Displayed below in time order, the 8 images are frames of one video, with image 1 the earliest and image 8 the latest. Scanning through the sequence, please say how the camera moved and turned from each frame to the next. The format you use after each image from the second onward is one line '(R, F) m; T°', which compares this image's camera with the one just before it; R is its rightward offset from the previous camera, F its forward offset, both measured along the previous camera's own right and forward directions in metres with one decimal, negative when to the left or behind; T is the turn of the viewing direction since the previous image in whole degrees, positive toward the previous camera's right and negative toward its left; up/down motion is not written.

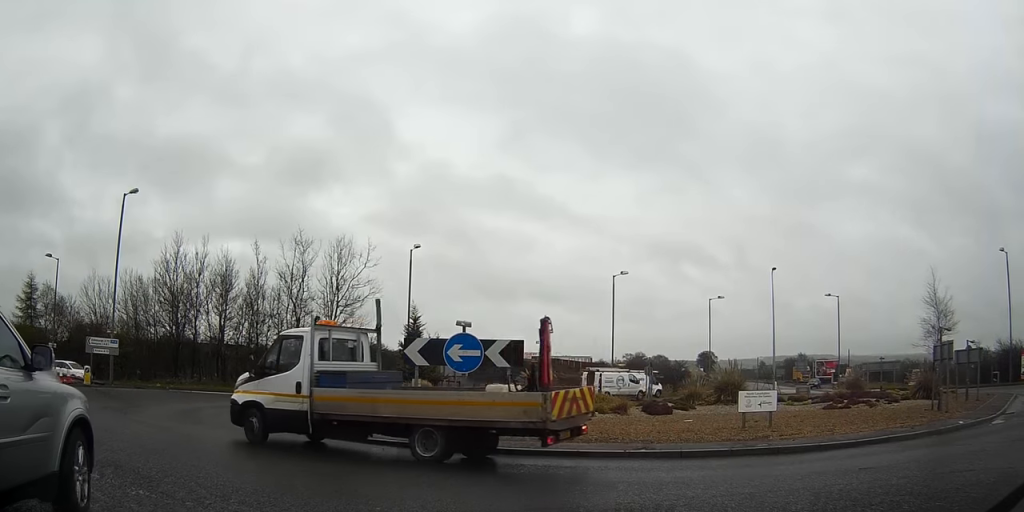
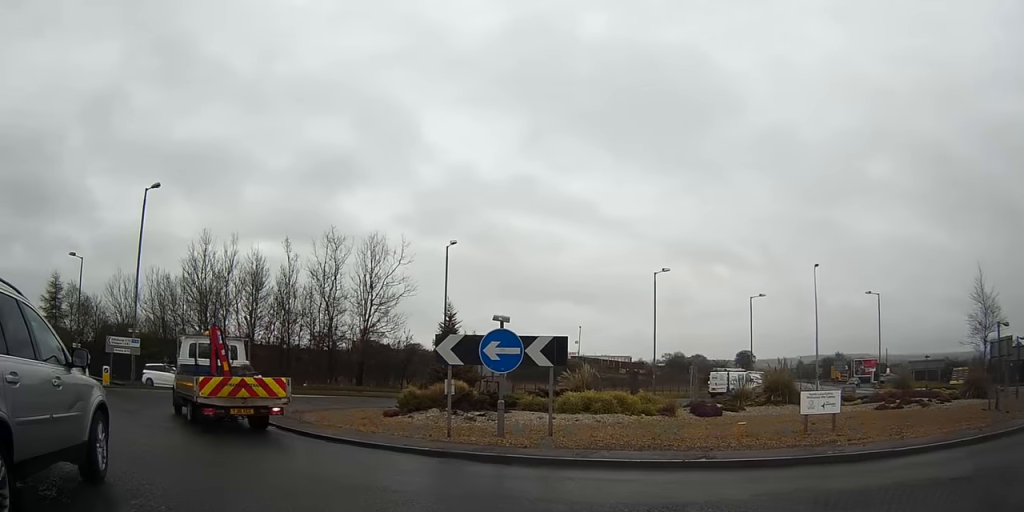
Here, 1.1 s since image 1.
(-0.3, +1.4) m; -16°
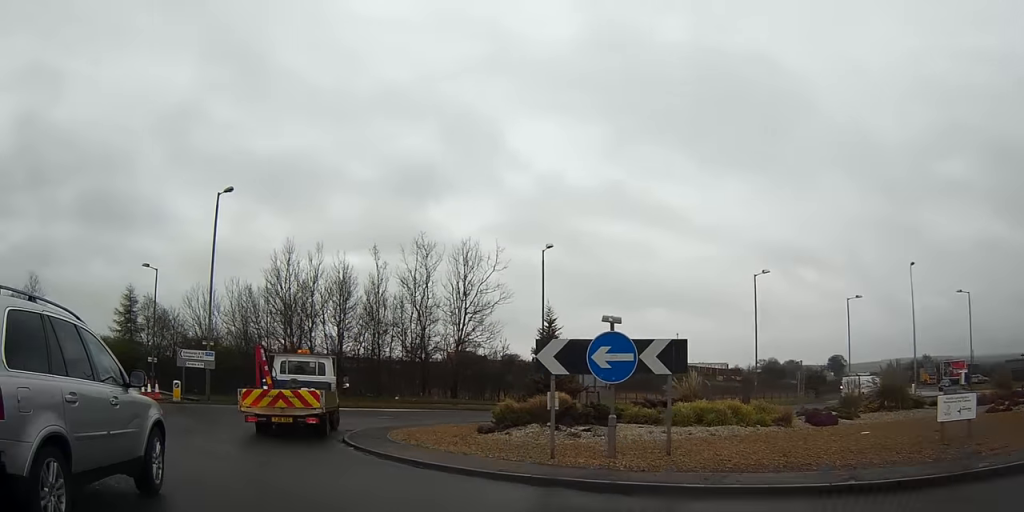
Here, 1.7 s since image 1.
(-0.1, +2.0) m; -4°
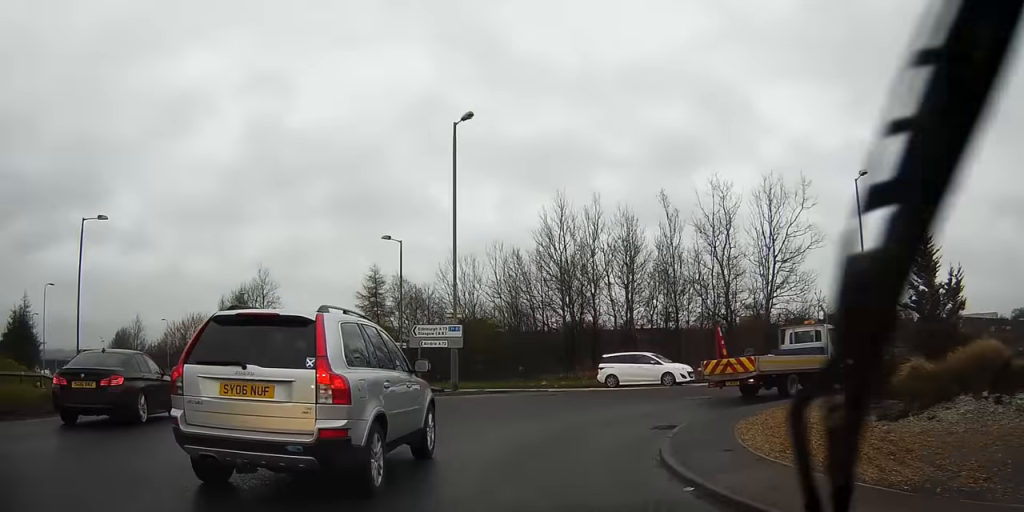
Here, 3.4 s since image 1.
(-1.1, +8.9) m; -12°
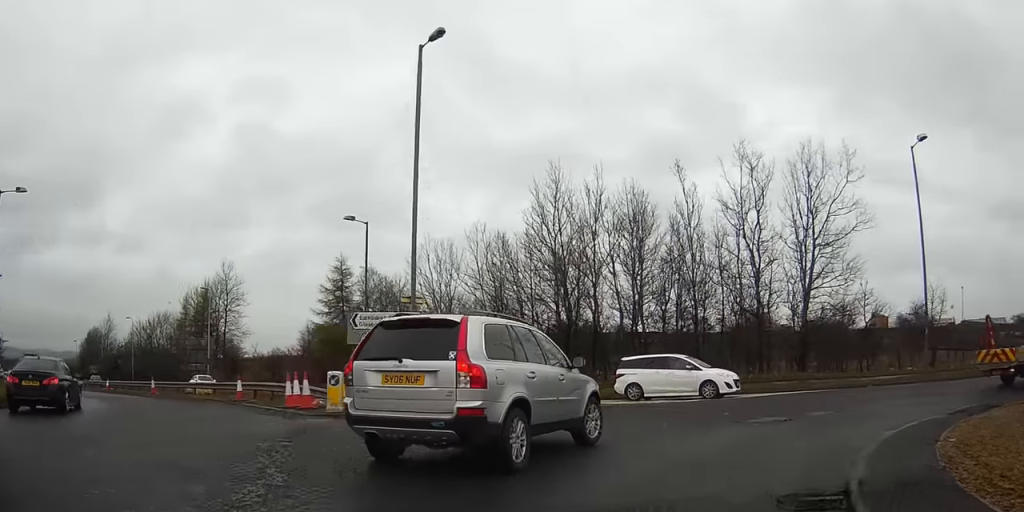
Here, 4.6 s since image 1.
(-0.3, +8.5) m; +2°
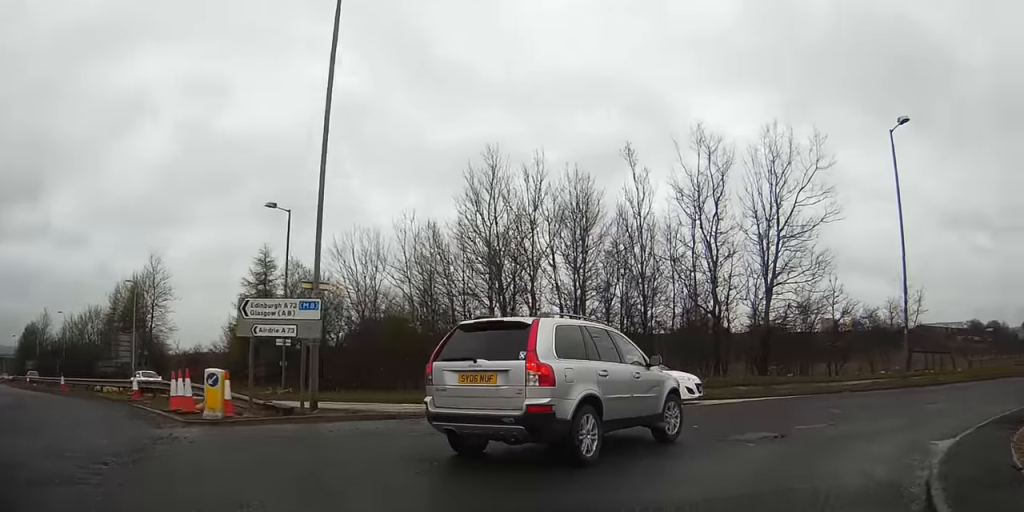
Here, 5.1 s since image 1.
(-0.1, +3.7) m; +4°
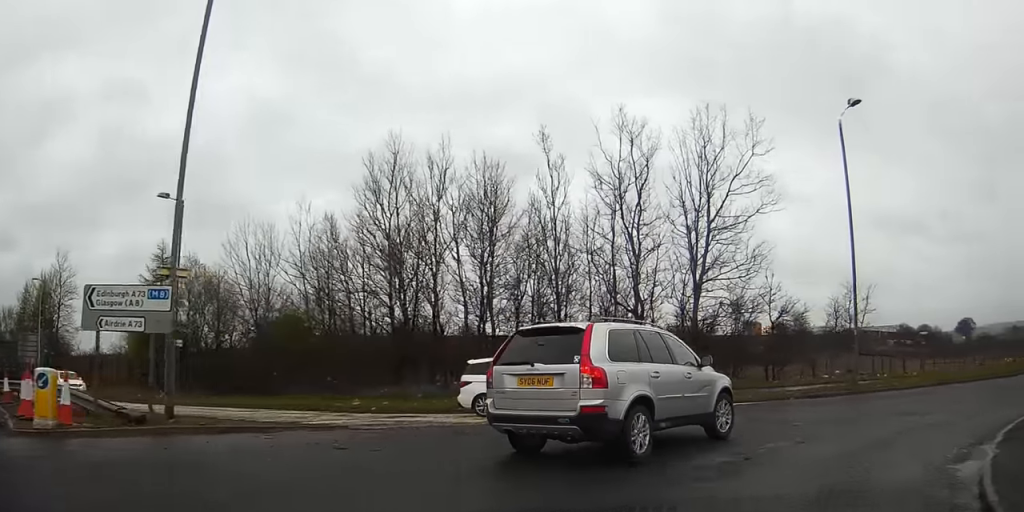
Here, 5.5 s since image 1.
(+0.3, +3.2) m; +7°
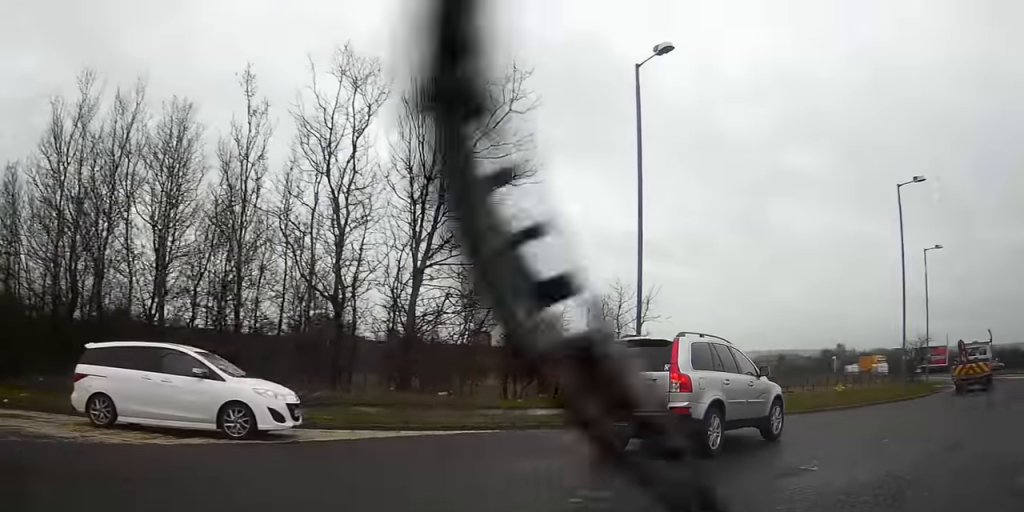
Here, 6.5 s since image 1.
(+1.0, +7.3) m; +21°
